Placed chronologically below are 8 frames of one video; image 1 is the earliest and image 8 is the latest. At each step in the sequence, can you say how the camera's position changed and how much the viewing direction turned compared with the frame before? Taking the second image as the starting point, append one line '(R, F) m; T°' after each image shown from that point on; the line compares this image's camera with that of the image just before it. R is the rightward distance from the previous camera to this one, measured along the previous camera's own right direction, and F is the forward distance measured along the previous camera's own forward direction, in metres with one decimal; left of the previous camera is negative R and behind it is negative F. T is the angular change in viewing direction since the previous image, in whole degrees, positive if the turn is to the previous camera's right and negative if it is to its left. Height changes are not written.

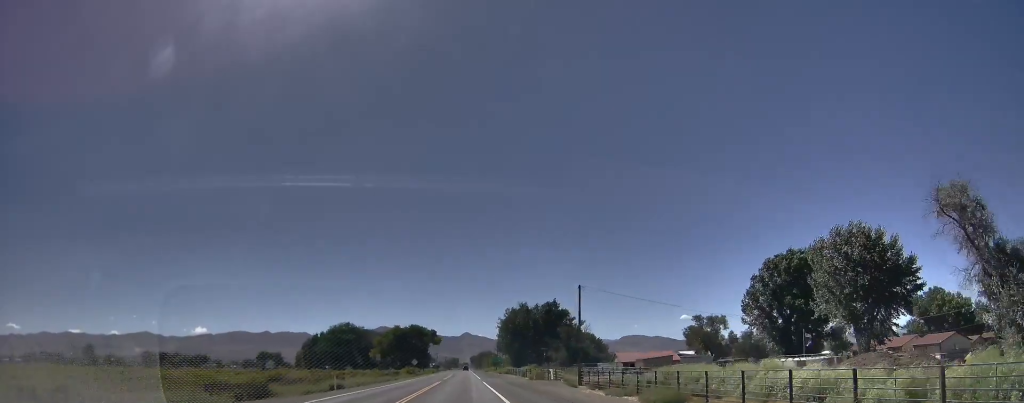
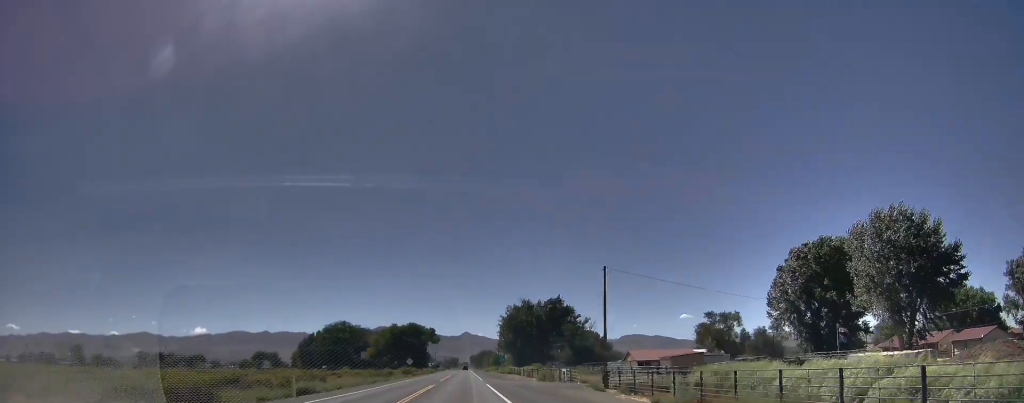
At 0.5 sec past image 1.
(-0.3, +10.3) m; -2°
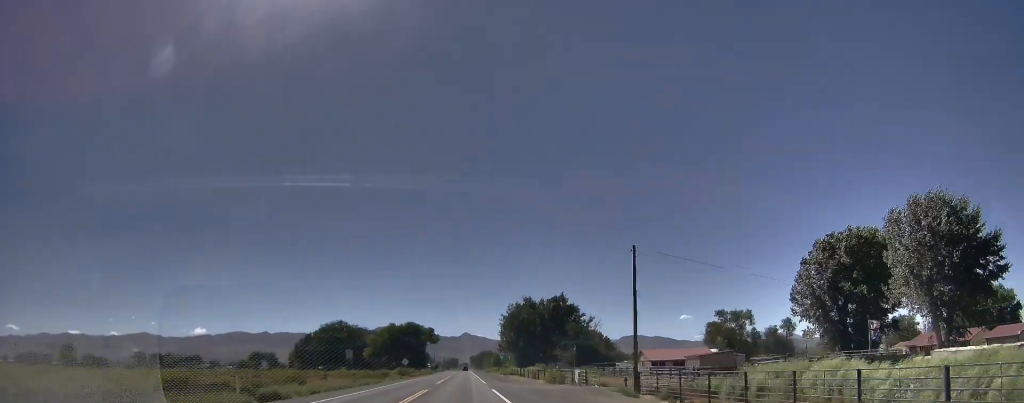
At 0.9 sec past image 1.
(-0.1, +8.2) m; -1°
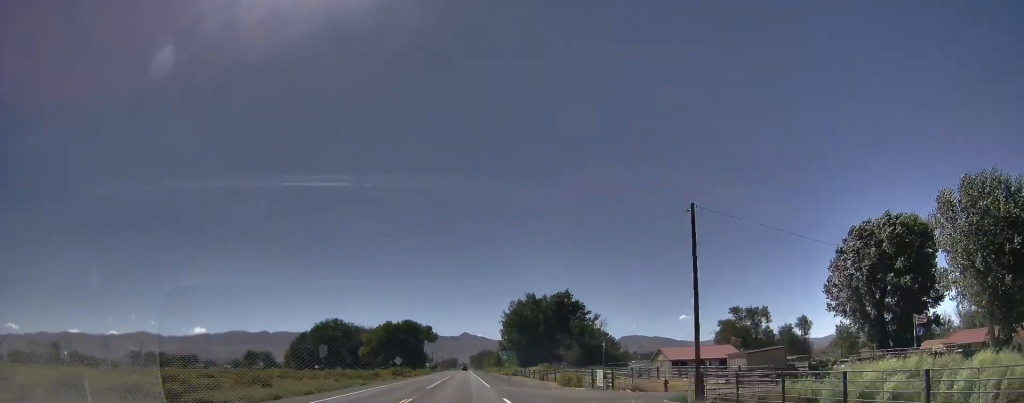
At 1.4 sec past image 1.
(0.0, +10.2) m; 0°
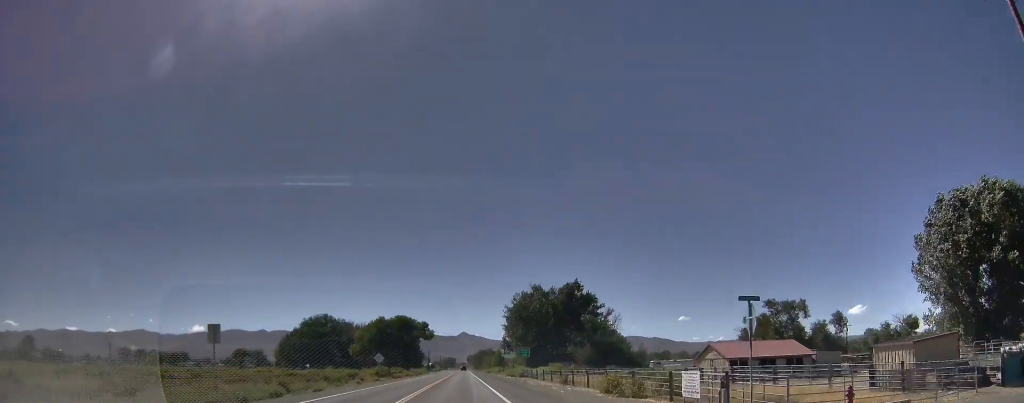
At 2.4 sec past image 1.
(0.0, +20.5) m; 0°
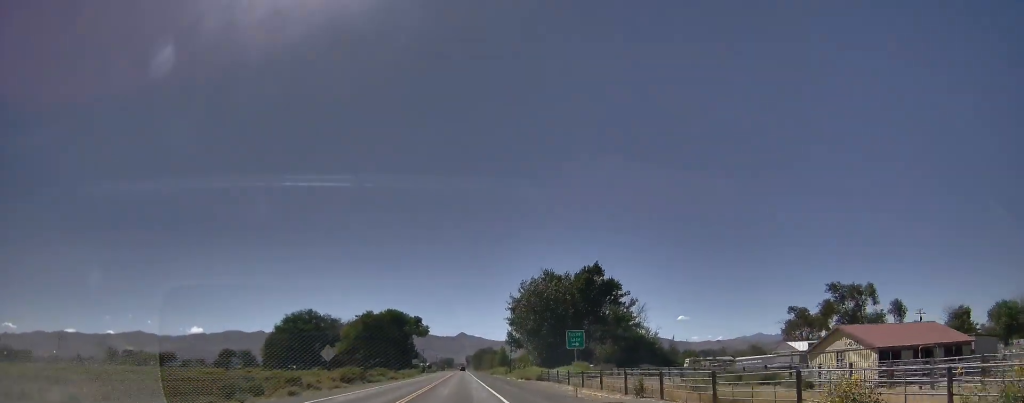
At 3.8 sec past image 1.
(+0.1, +28.1) m; +2°
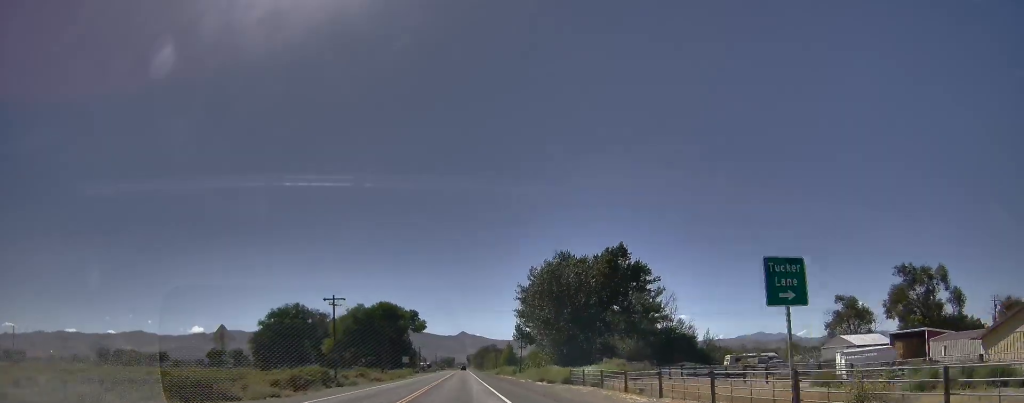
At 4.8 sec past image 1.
(+0.4, +21.7) m; 0°
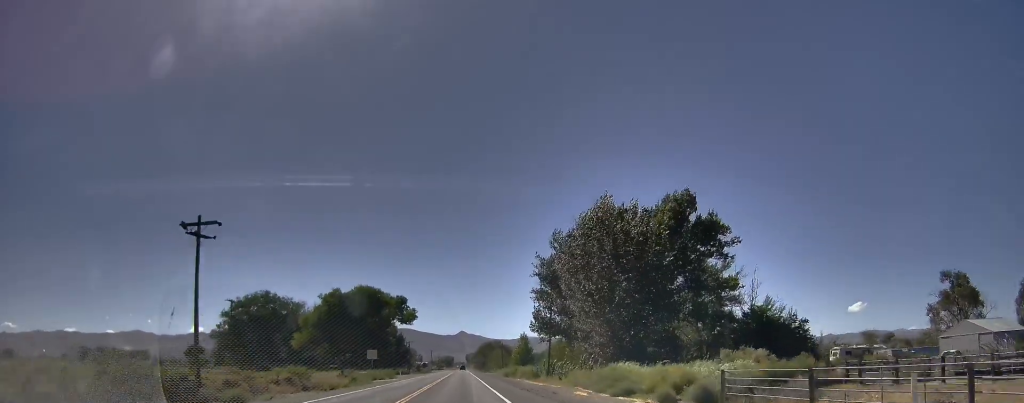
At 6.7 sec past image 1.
(-0.8, +37.2) m; -1°
